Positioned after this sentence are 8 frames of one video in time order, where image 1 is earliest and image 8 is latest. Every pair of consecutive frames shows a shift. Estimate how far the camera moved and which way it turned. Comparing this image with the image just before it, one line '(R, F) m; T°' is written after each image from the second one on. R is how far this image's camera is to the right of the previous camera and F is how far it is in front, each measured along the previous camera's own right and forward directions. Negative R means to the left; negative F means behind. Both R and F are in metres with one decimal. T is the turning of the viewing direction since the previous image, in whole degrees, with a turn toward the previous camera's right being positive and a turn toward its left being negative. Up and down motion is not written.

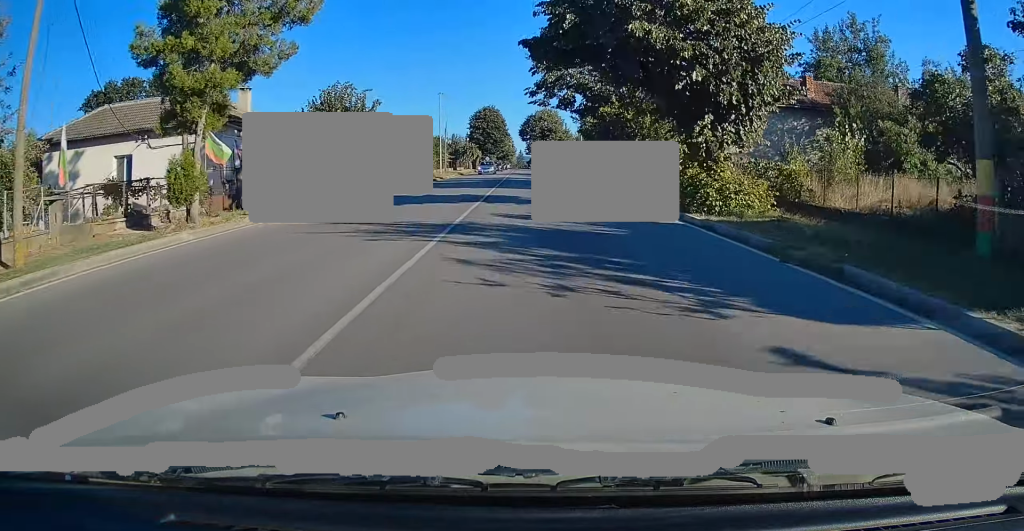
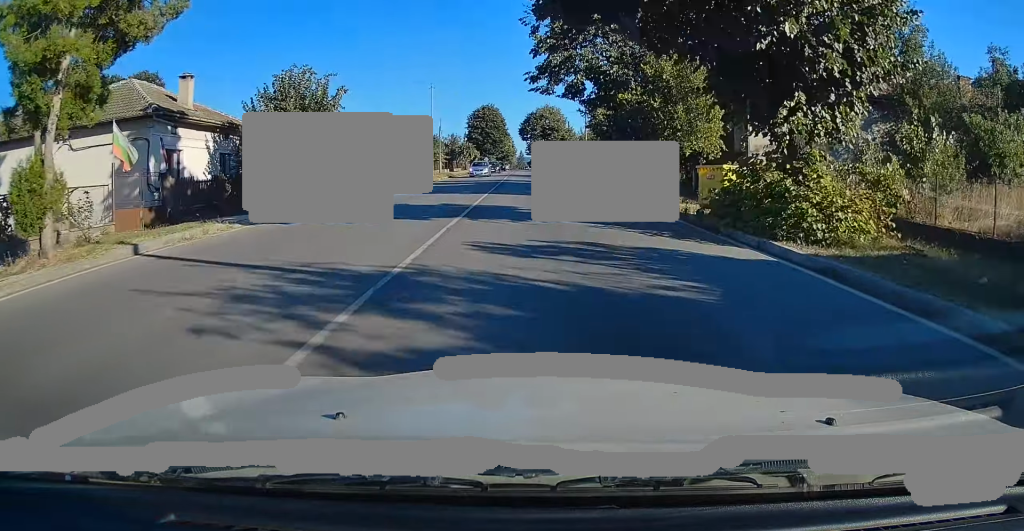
(0.0, +5.8) m; 0°
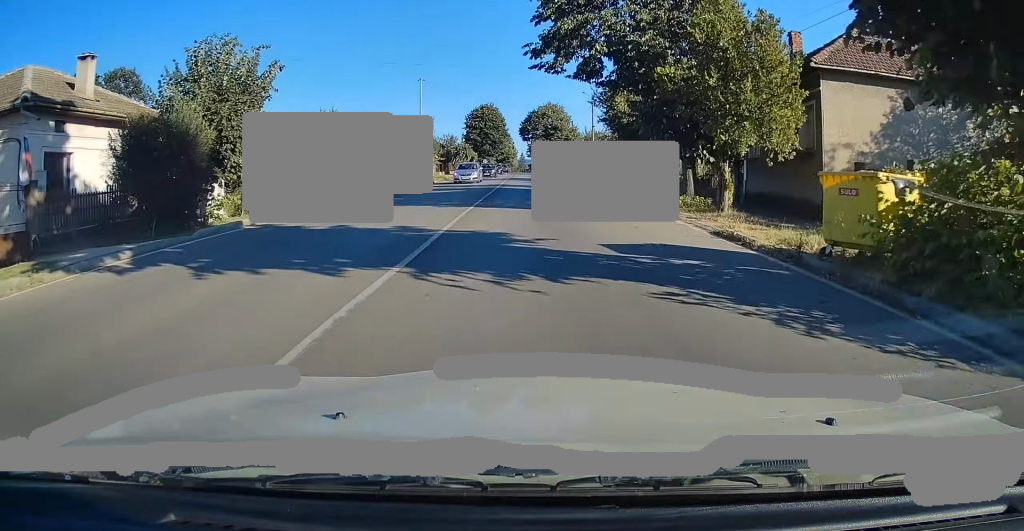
(0.0, +6.8) m; 0°
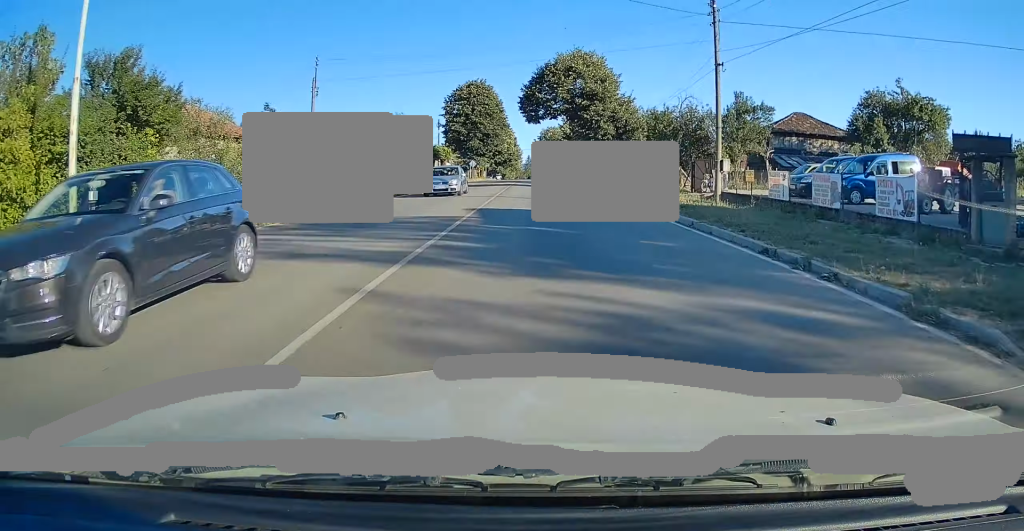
(+0.3, +41.7) m; 0°
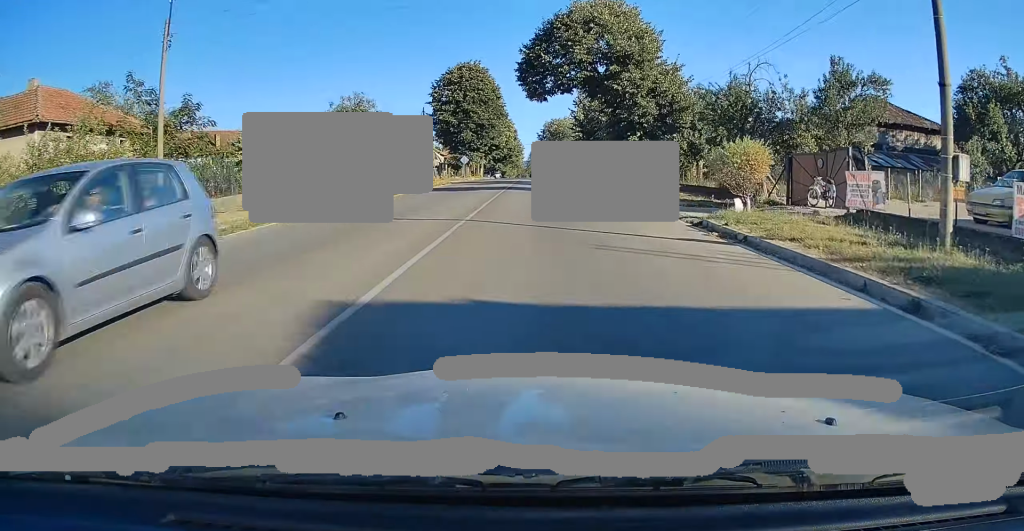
(-0.1, +13.6) m; 0°
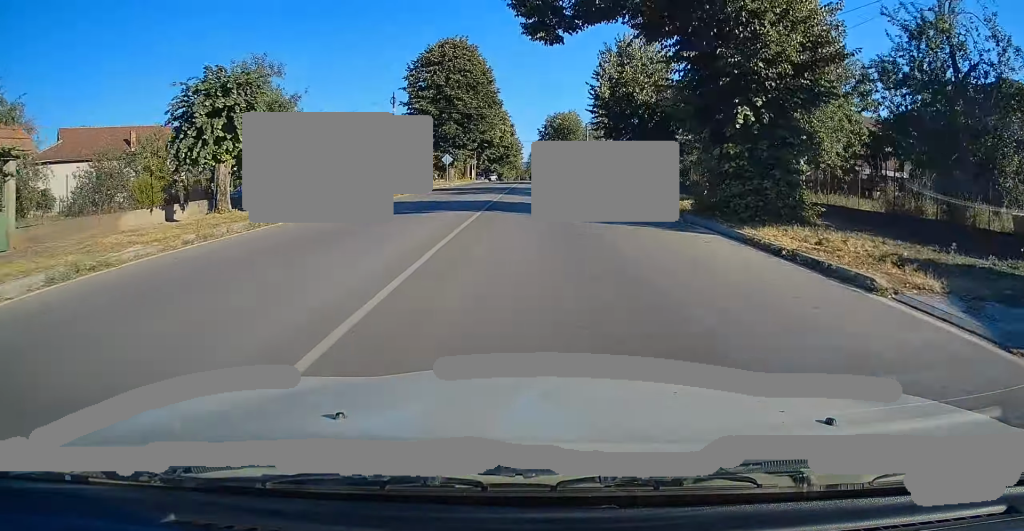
(+0.2, +15.6) m; 0°
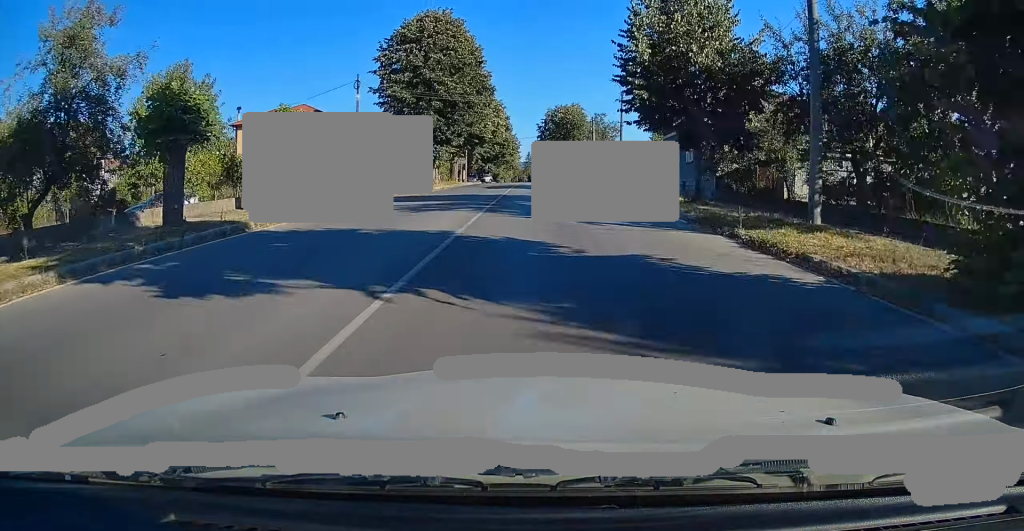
(-0.1, +11.2) m; 0°
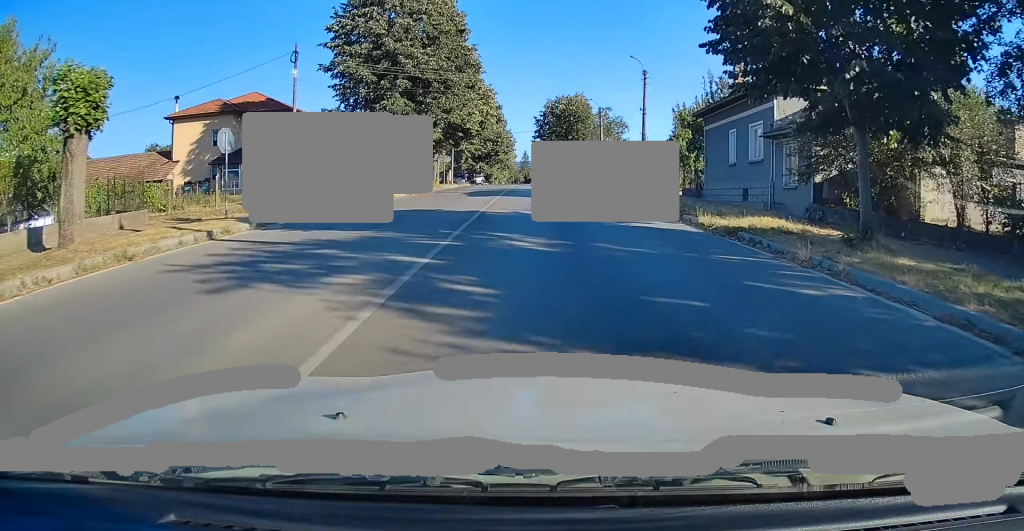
(0.0, +11.7) m; 0°
